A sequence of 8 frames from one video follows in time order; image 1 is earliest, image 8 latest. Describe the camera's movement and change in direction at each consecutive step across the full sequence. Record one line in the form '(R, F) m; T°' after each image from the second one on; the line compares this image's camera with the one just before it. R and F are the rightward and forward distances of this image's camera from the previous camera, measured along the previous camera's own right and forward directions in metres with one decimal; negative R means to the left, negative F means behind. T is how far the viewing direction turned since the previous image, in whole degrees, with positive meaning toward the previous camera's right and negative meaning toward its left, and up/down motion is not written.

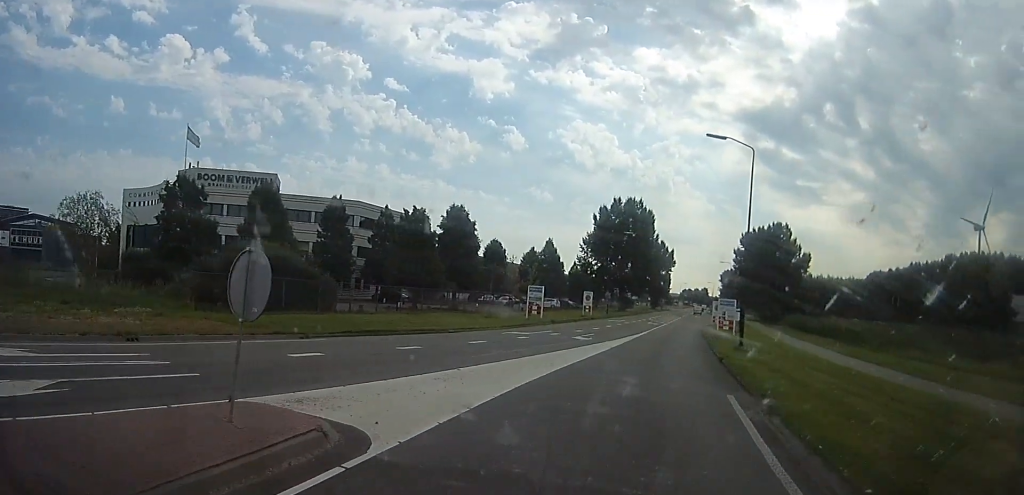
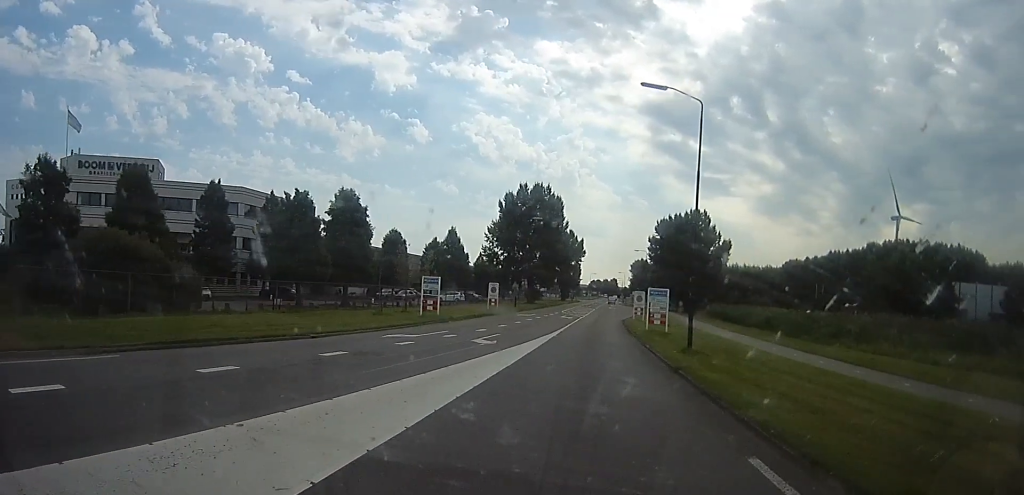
(-0.1, +5.6) m; +5°
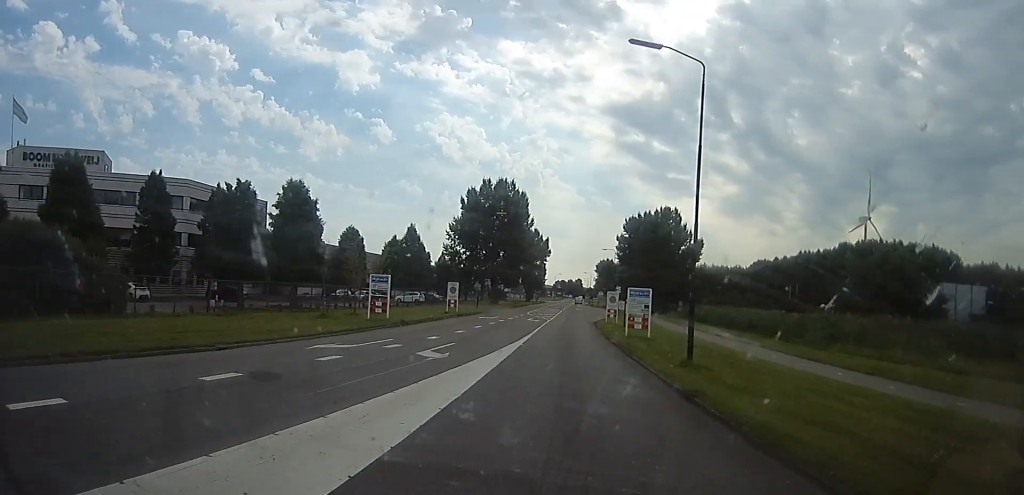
(+0.2, +4.0) m; +7°
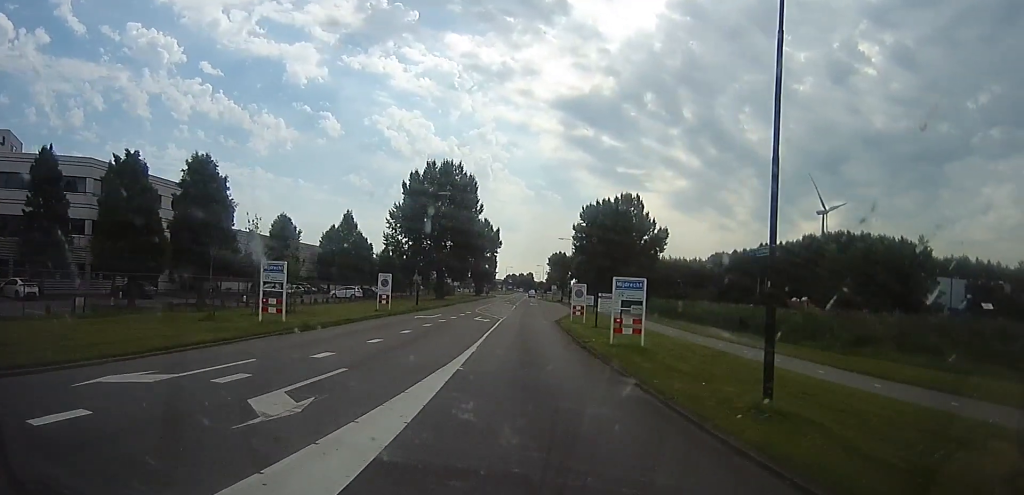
(+0.6, +7.4) m; +7°
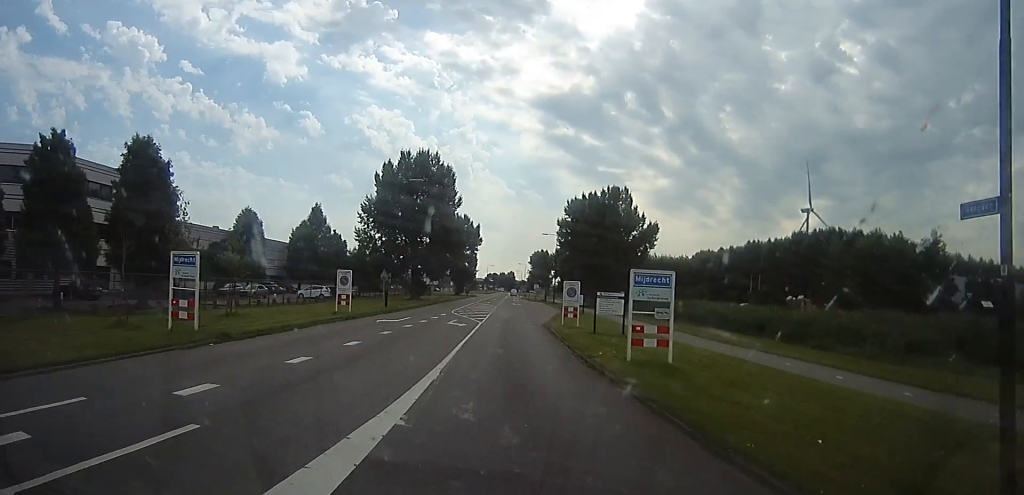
(+0.1, +5.1) m; +1°
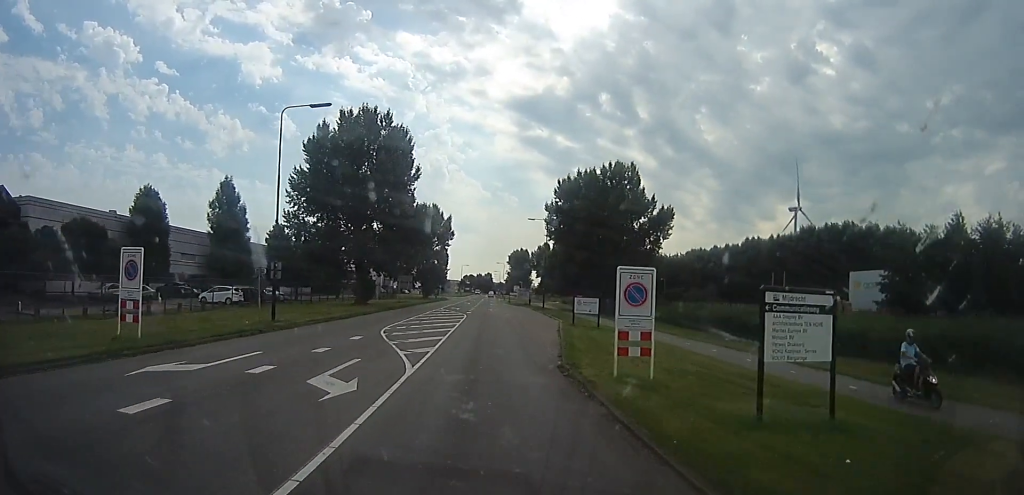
(+0.1, +17.1) m; 0°
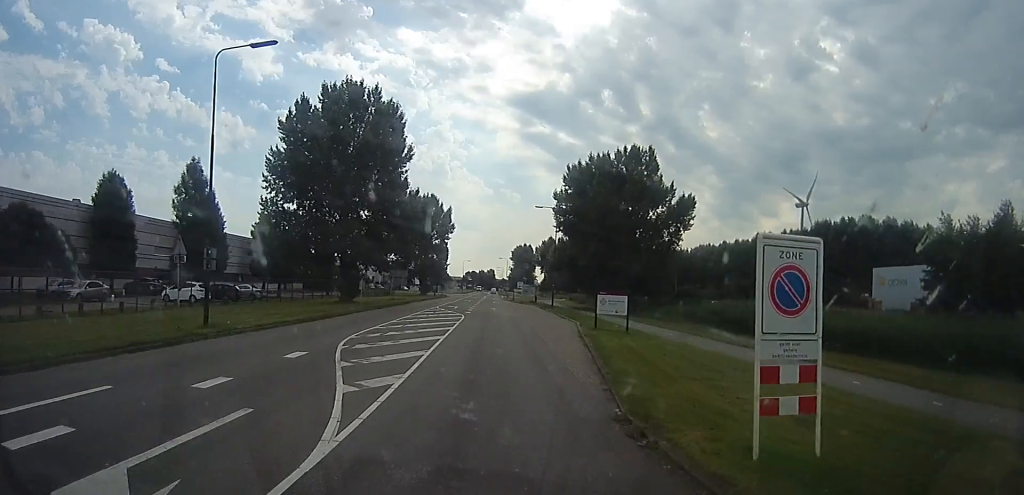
(0.0, +6.1) m; 0°
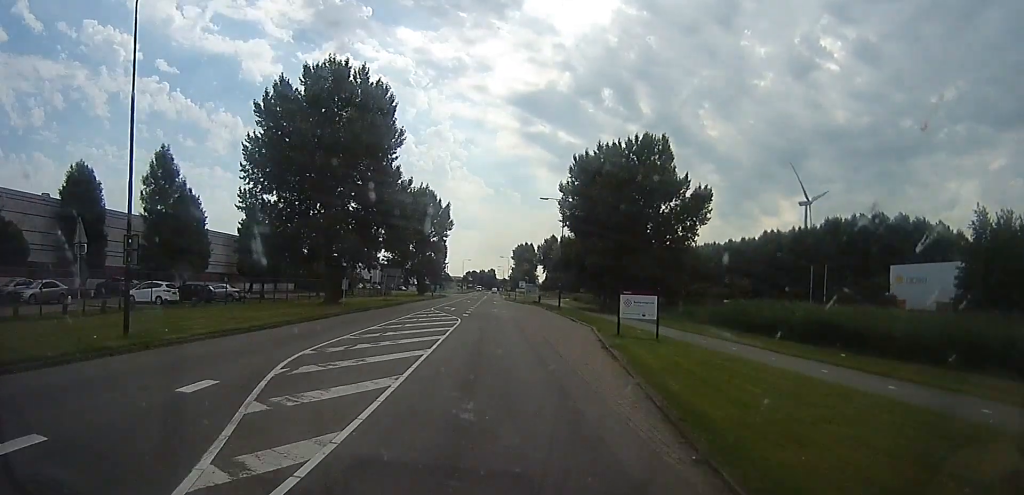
(0.0, +4.5) m; 0°
